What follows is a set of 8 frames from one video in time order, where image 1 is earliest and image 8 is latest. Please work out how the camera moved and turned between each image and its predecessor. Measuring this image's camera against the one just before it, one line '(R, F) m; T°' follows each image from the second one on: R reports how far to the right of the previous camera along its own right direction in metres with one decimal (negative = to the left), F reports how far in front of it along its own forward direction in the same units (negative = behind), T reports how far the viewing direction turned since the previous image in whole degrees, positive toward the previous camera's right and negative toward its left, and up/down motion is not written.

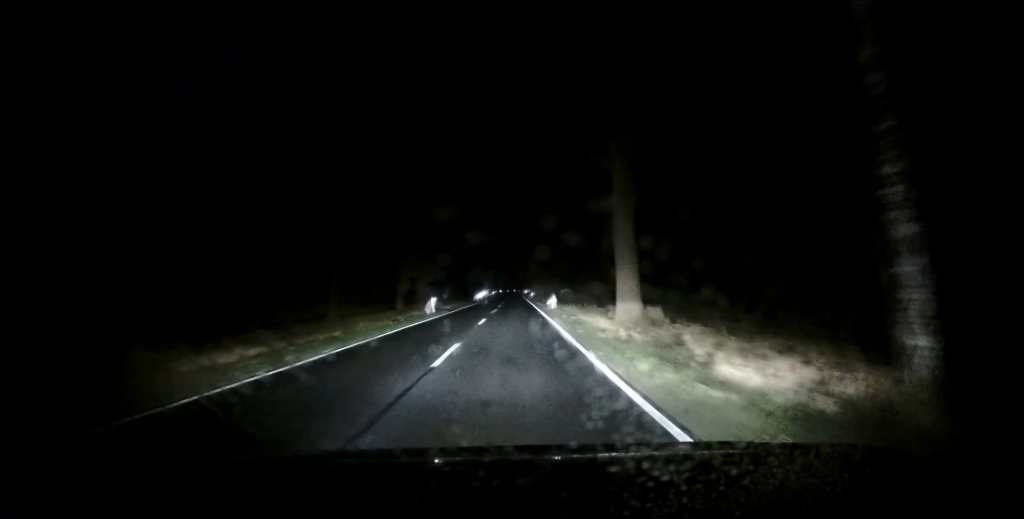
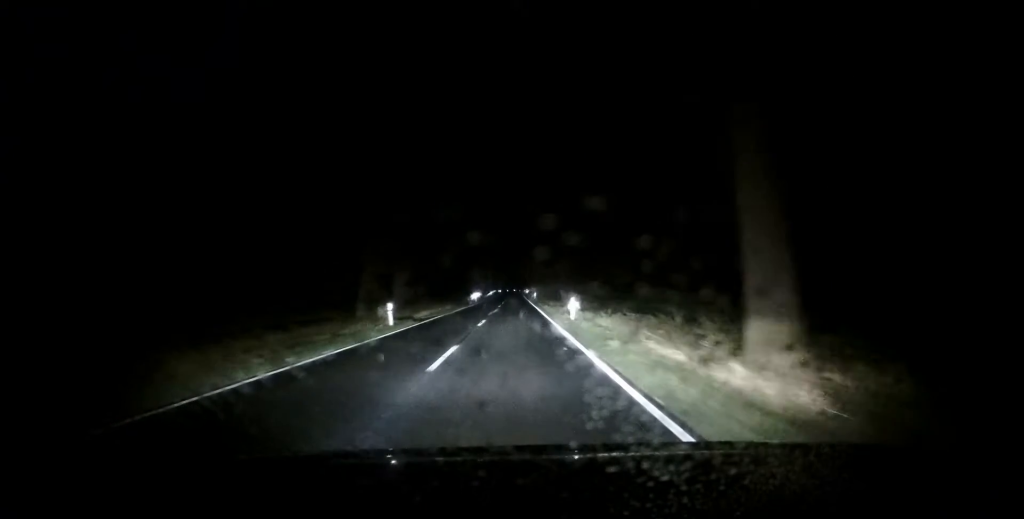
(+0.1, +12.6) m; 0°
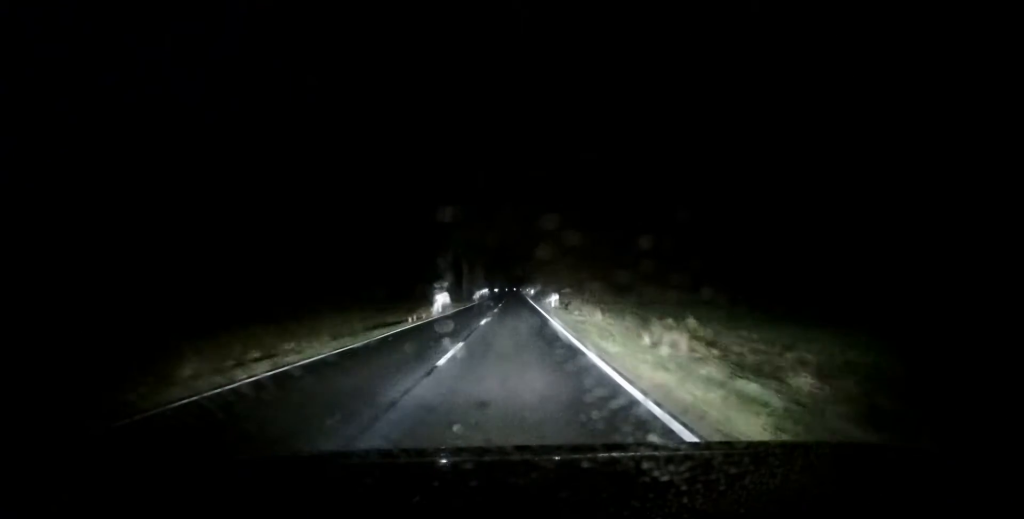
(-0.5, +35.3) m; -1°
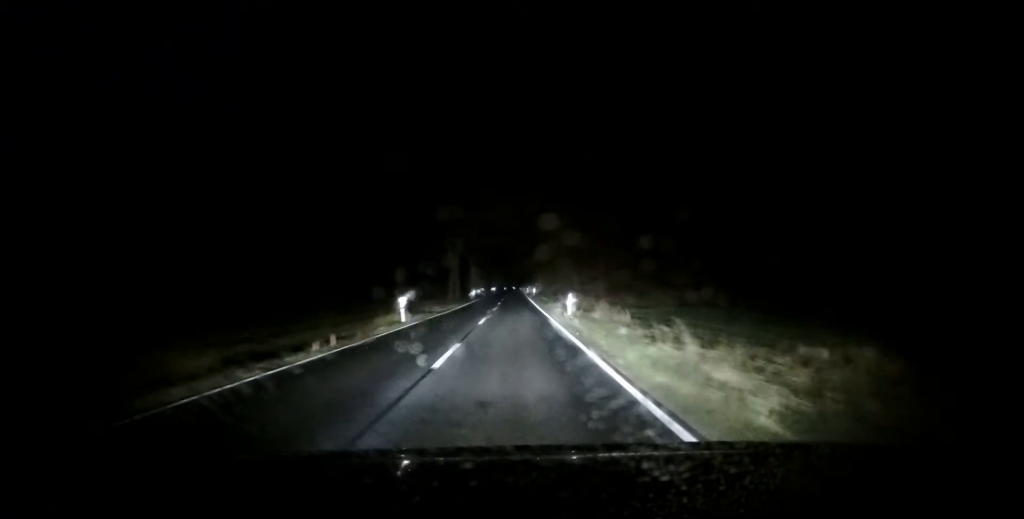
(-0.1, +12.5) m; +1°
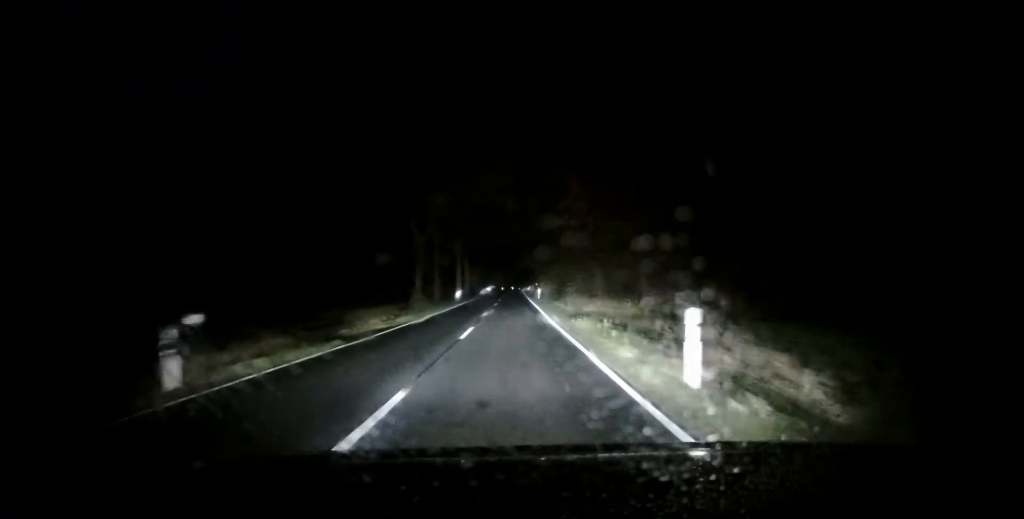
(+0.1, +18.2) m; +1°
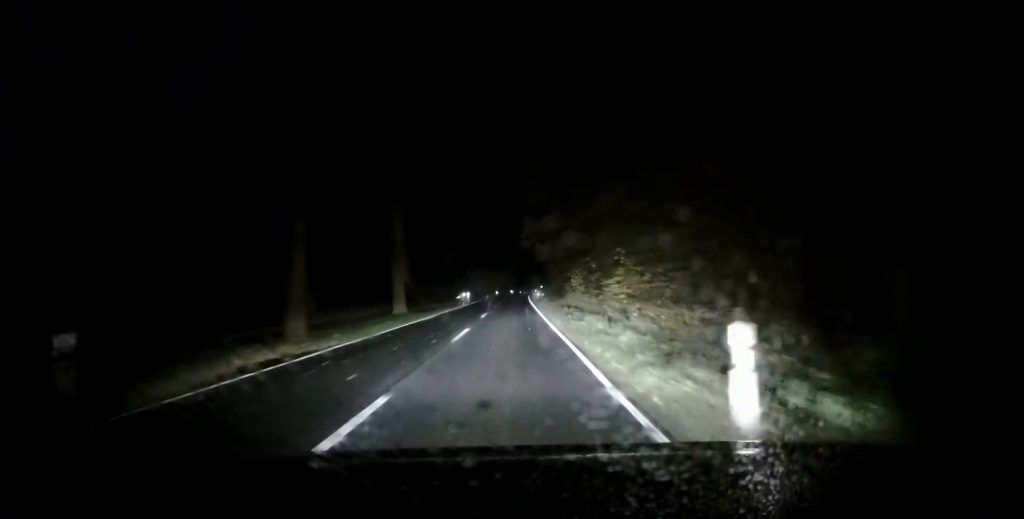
(+0.4, +47.8) m; -1°
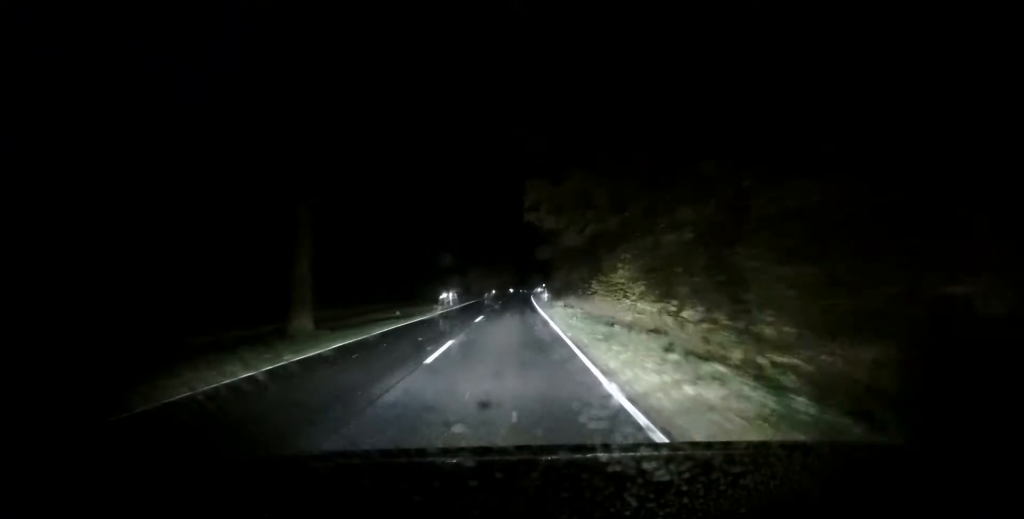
(-0.4, +16.5) m; 0°
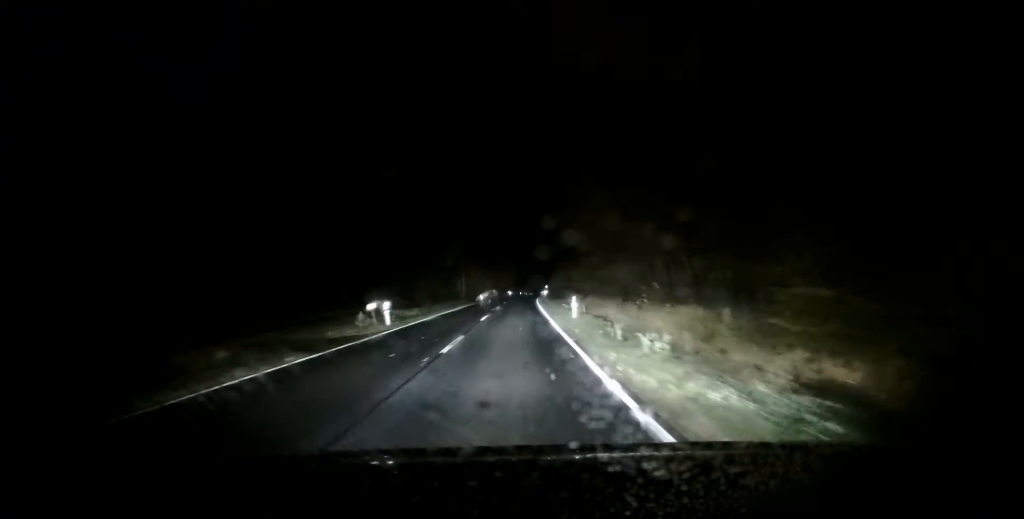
(+0.7, +22.1) m; +2°
